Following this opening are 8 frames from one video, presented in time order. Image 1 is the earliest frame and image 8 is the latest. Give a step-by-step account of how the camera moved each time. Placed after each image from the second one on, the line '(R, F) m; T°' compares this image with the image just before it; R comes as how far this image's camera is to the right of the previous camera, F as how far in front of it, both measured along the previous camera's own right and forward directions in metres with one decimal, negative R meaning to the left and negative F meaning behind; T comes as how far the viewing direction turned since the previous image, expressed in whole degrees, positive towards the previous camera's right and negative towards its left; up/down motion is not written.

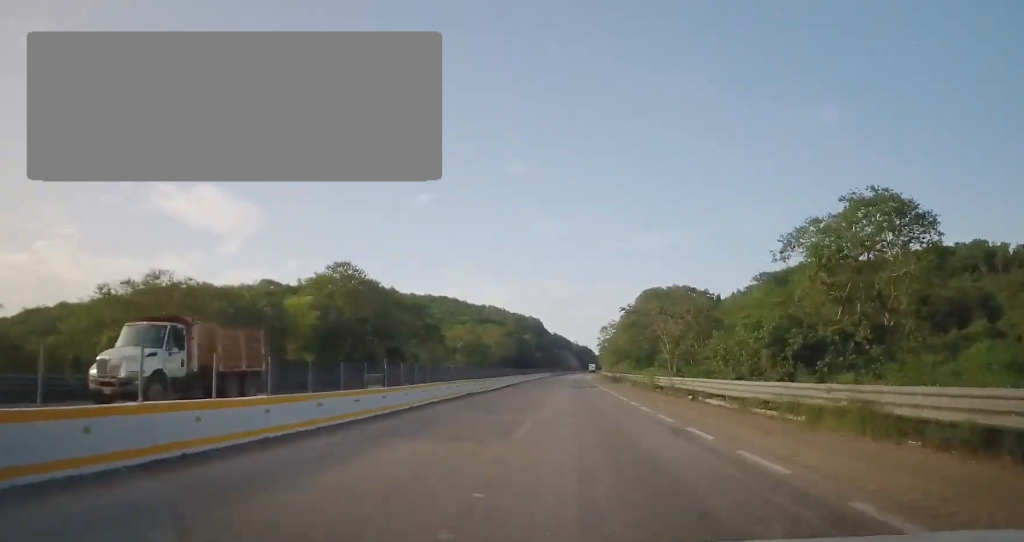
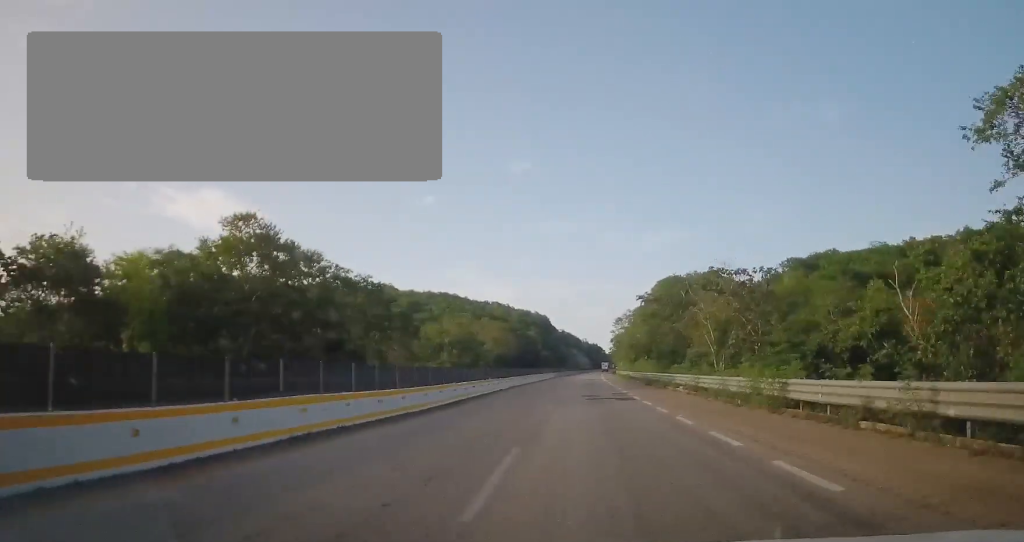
(0.0, +21.6) m; -1°
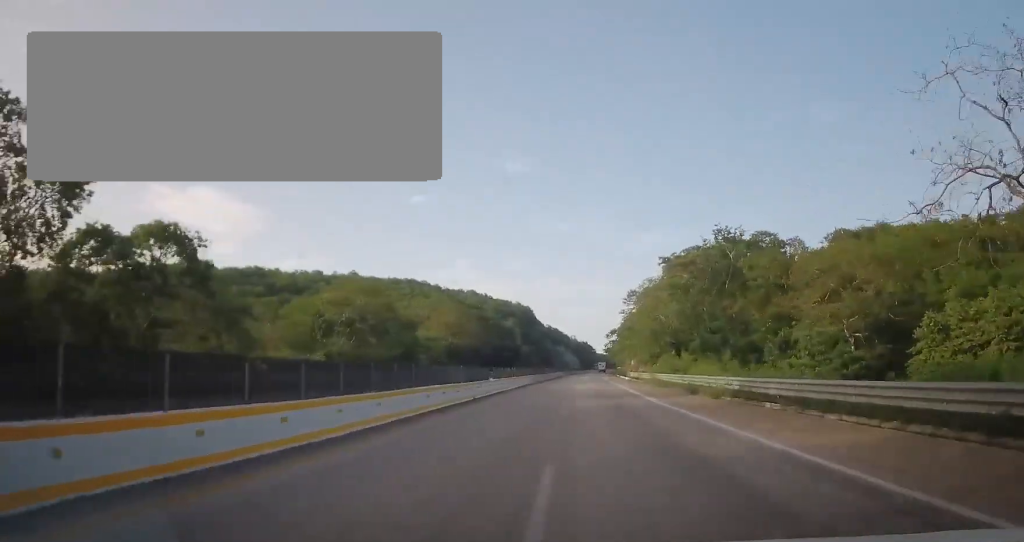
(-1.0, +46.4) m; 0°
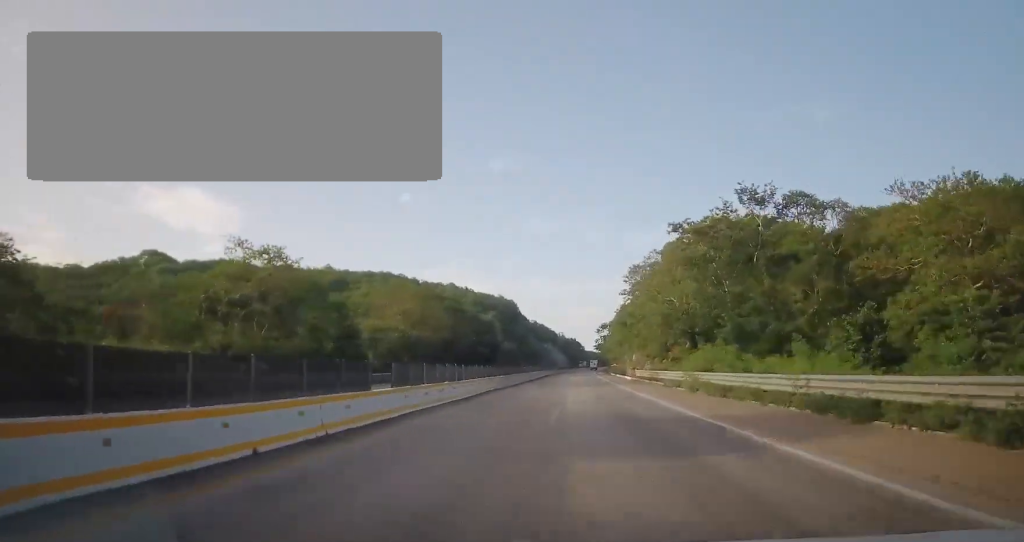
(+0.3, +19.2) m; +2°
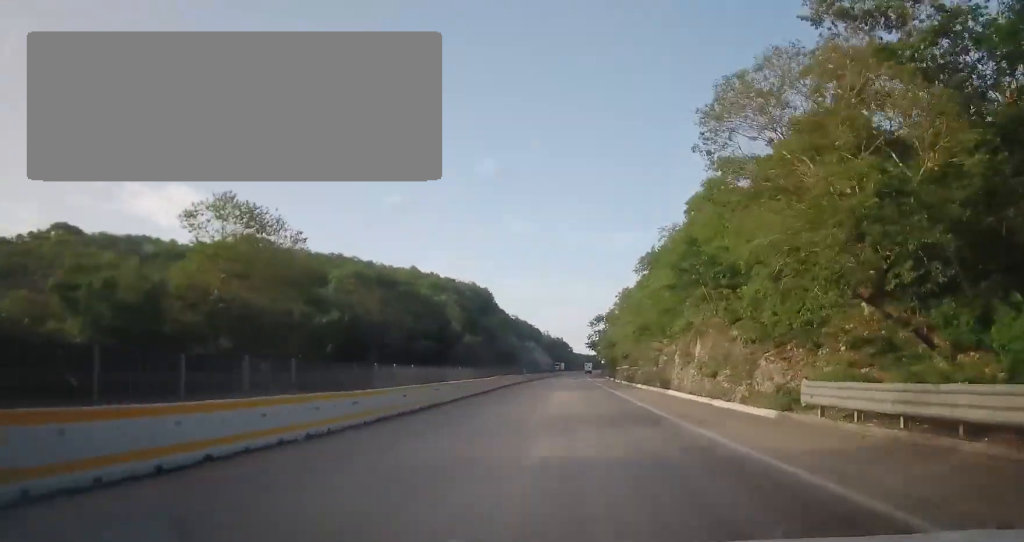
(+1.6, +45.0) m; +3°
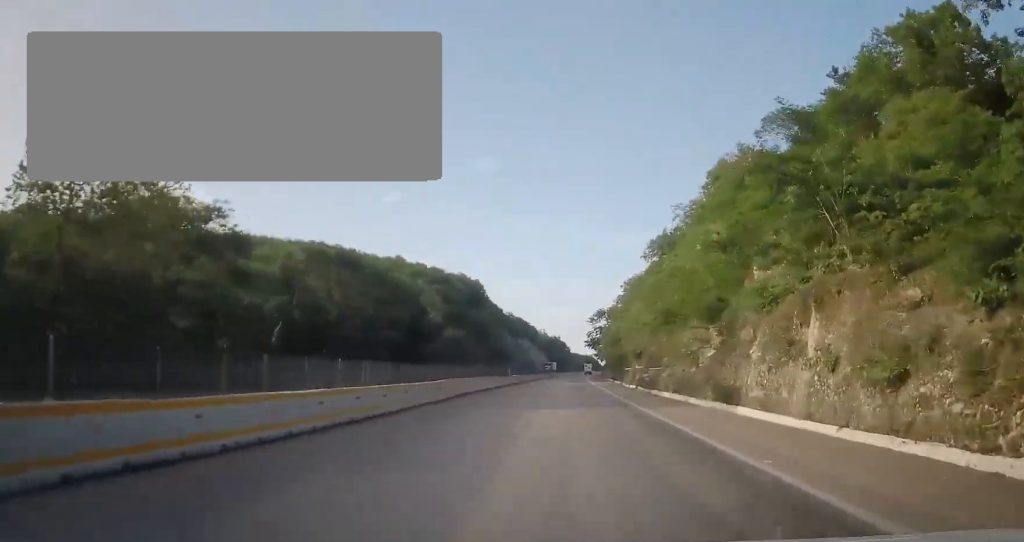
(+0.2, +16.6) m; 0°
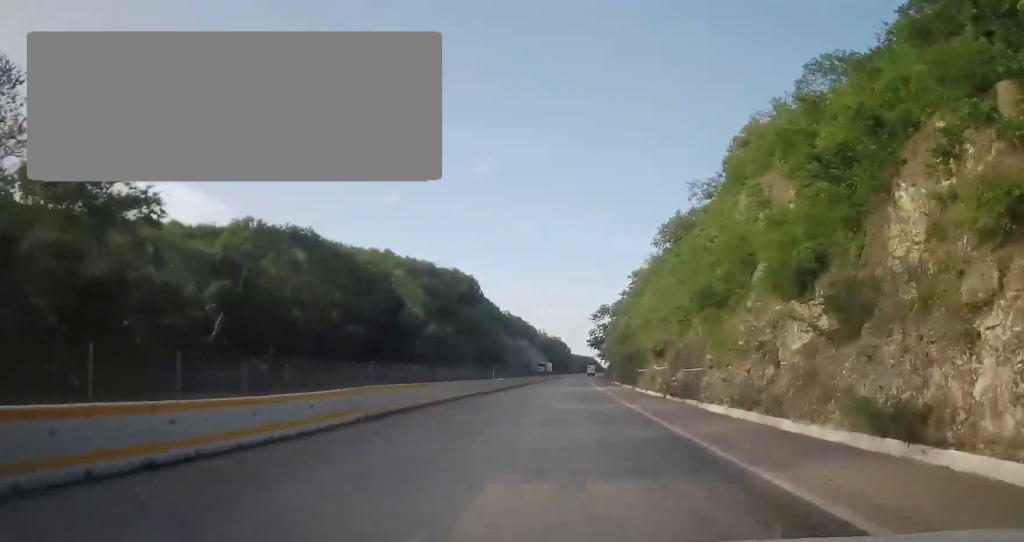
(+0.1, +13.2) m; 0°
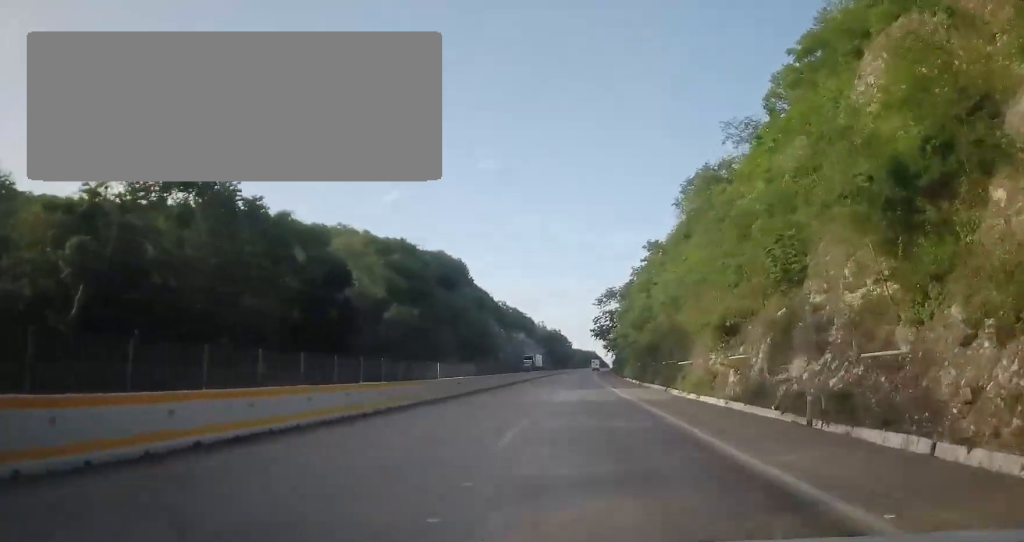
(-0.3, +19.9) m; 0°
